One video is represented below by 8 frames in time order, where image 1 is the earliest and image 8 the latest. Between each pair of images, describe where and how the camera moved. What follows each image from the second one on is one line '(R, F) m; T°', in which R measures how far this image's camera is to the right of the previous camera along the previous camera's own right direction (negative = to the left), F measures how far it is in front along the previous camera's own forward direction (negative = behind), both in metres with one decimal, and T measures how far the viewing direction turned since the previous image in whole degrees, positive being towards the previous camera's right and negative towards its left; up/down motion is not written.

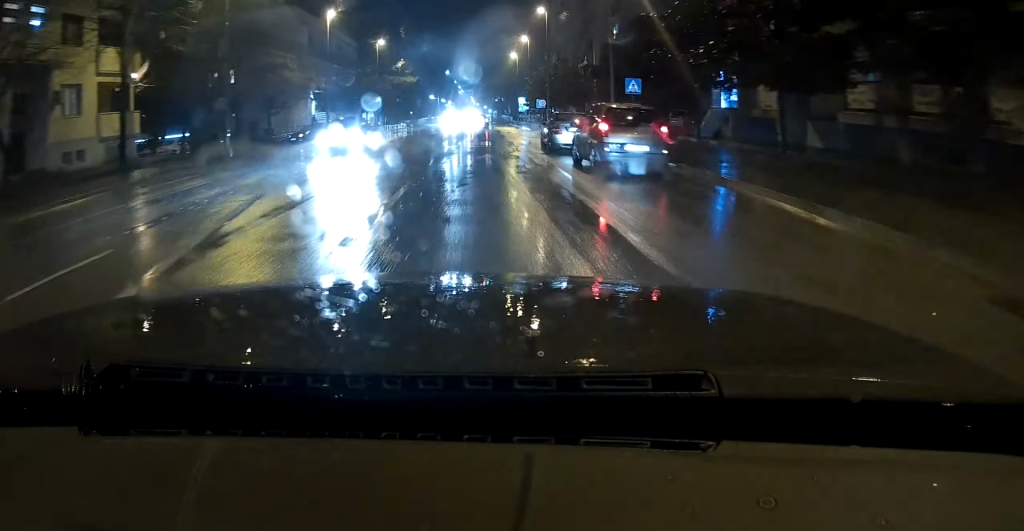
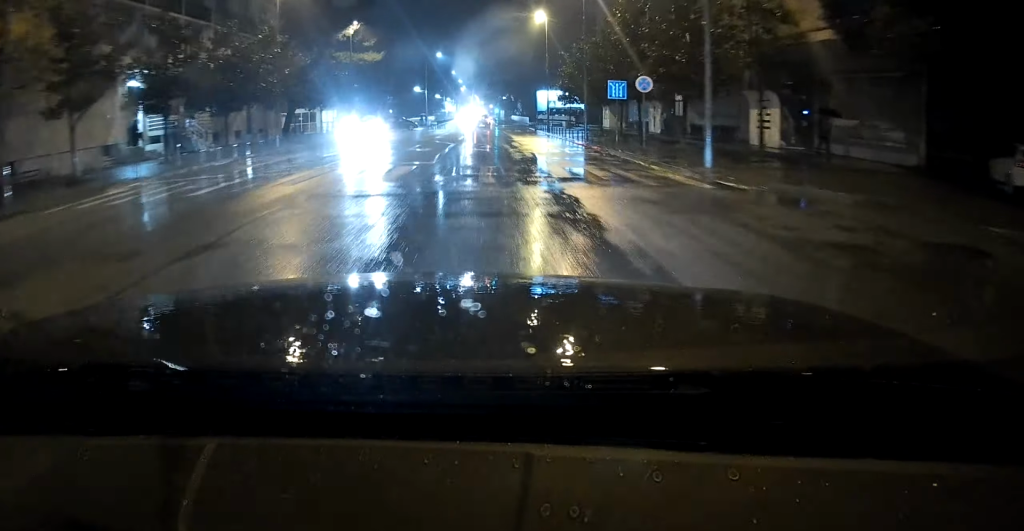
(-0.3, +37.6) m; 0°
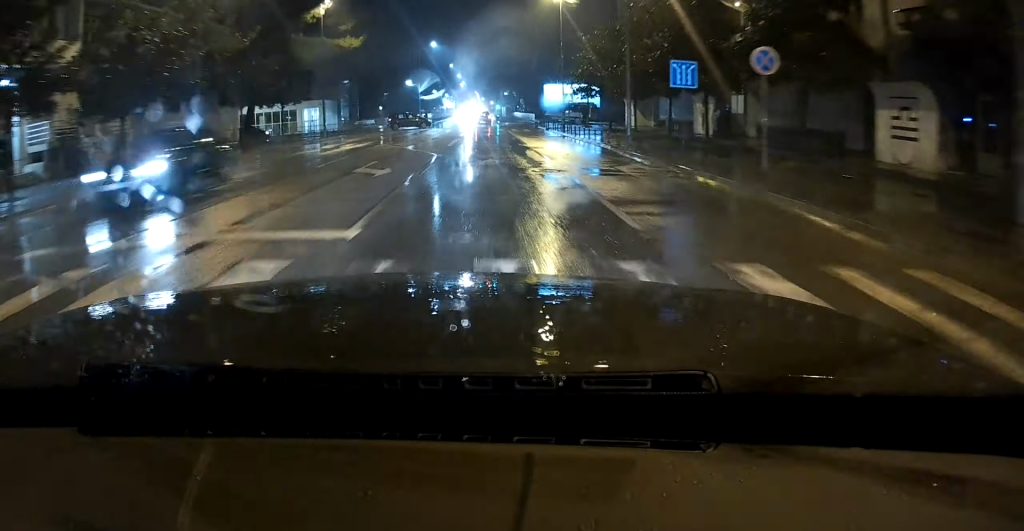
(0.0, +10.4) m; 0°
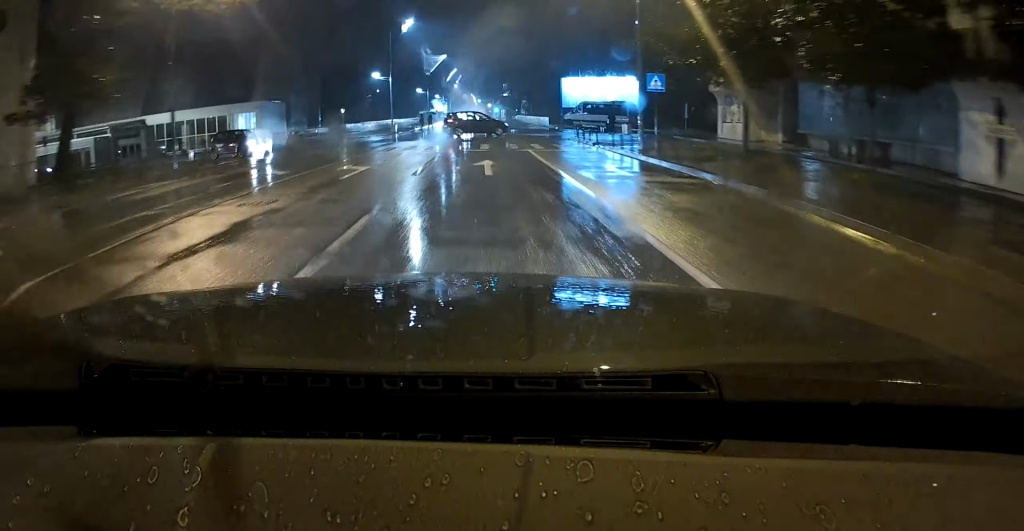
(+0.2, +23.1) m; +1°
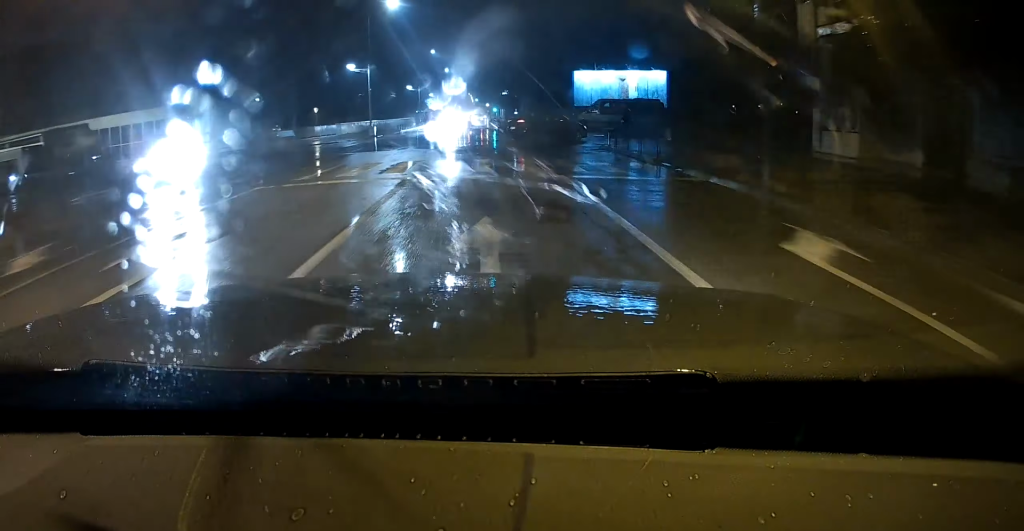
(-0.1, +10.4) m; +1°
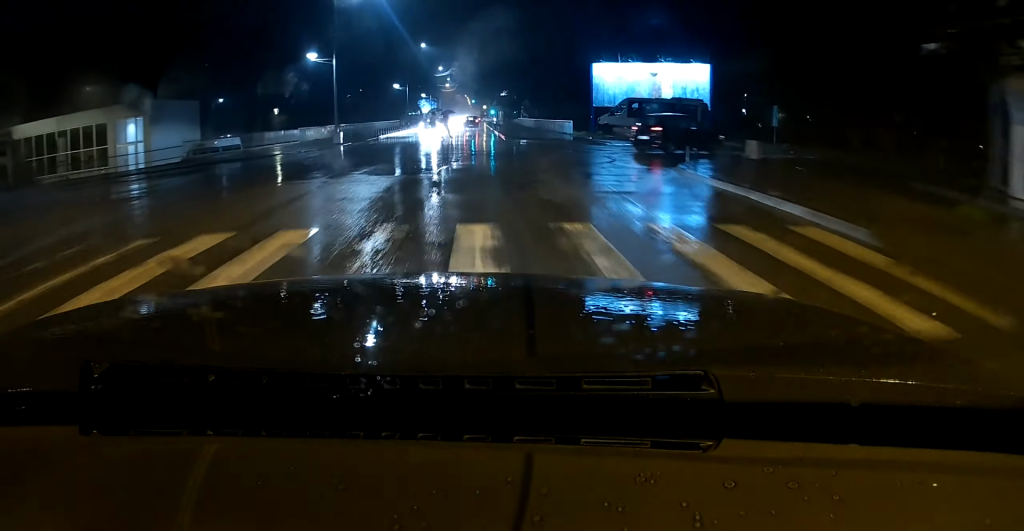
(+0.2, +10.5) m; 0°
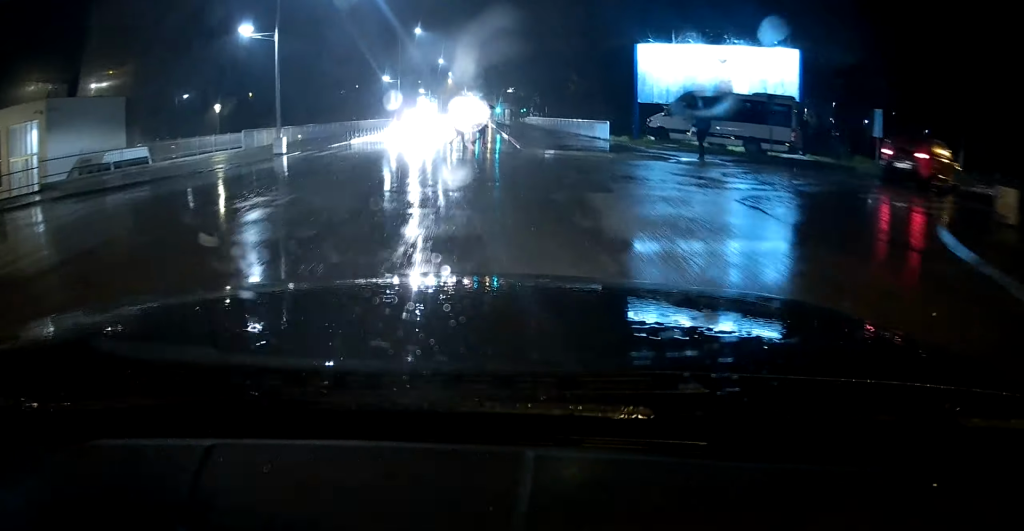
(+0.4, +12.6) m; 0°
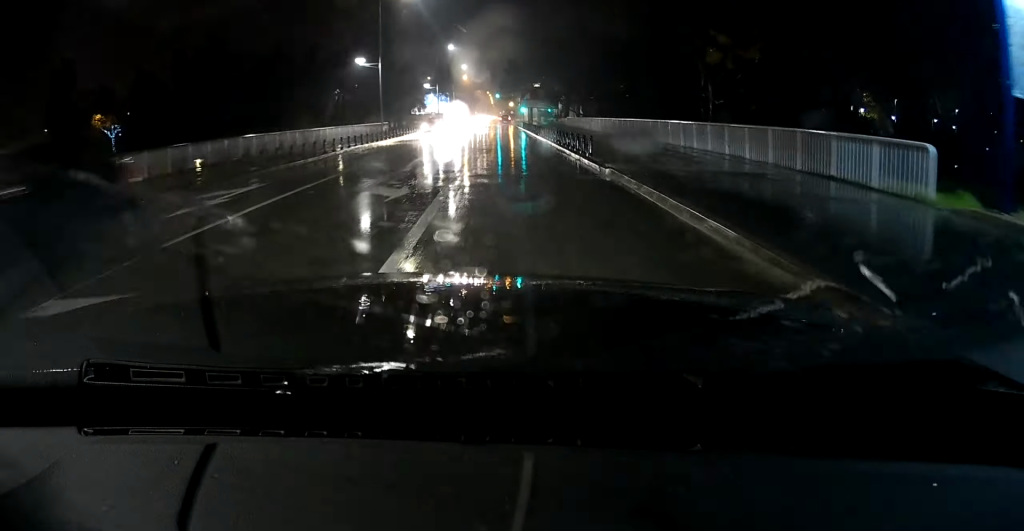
(-2.2, +29.5) m; -5°
